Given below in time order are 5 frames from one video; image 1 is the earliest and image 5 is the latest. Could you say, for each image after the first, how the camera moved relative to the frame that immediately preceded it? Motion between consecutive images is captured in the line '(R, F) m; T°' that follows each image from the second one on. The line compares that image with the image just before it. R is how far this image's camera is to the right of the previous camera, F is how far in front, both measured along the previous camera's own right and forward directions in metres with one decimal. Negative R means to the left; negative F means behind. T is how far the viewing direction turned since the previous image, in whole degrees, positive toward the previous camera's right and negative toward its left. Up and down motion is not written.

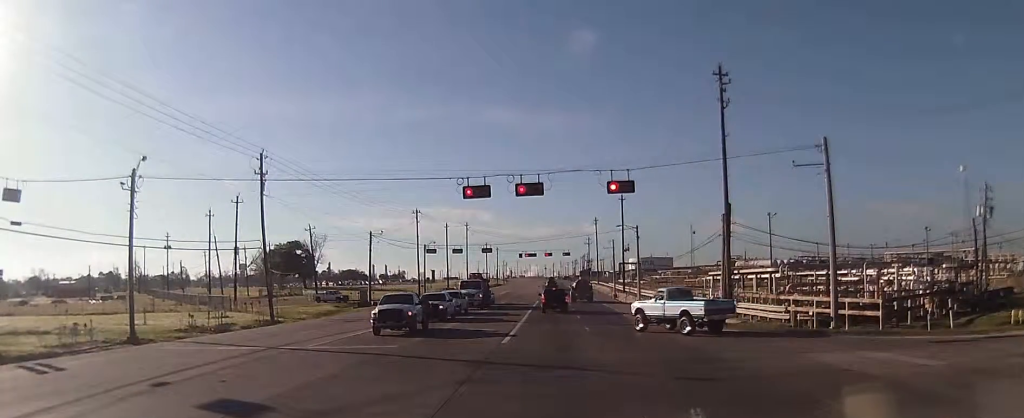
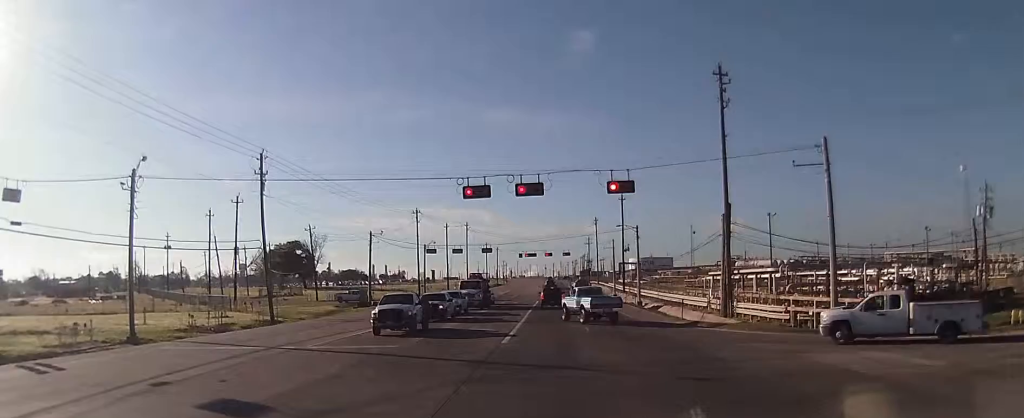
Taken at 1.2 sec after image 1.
(0.0, 0.0) m; 0°
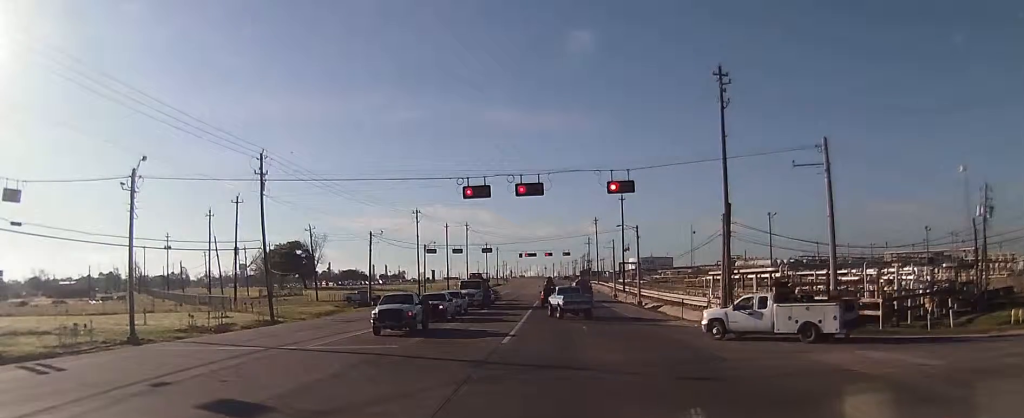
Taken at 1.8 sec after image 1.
(0.0, 0.0) m; 0°
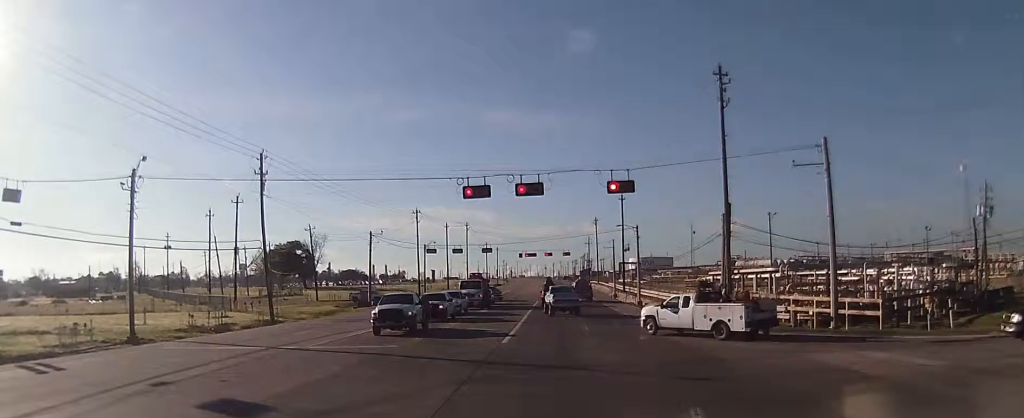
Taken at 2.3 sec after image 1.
(0.0, 0.0) m; 0°
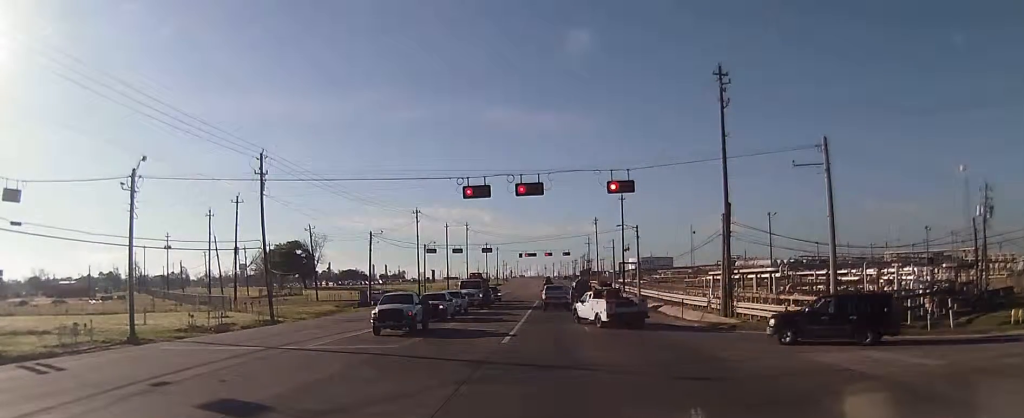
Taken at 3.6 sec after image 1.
(0.0, 0.0) m; 0°
